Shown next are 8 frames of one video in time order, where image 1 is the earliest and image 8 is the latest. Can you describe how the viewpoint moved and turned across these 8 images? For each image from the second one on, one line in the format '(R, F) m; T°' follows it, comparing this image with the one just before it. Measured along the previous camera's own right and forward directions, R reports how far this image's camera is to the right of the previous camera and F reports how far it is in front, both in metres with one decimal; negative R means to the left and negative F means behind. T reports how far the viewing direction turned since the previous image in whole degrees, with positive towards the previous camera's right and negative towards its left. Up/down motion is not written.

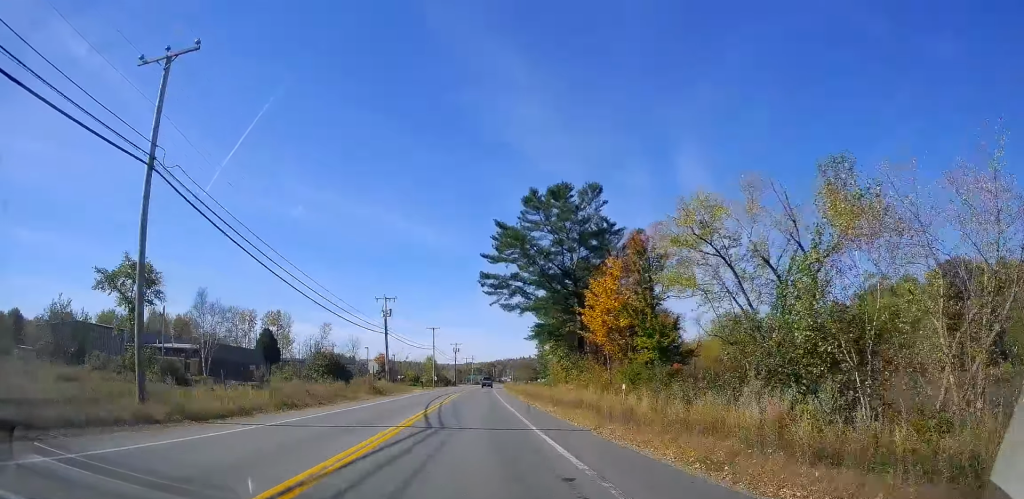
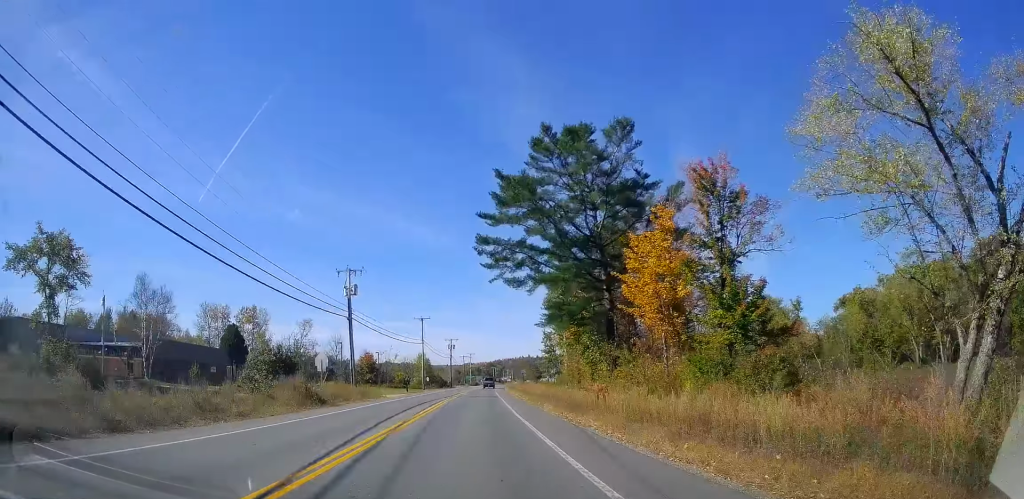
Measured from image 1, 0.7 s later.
(0.0, +16.6) m; +1°
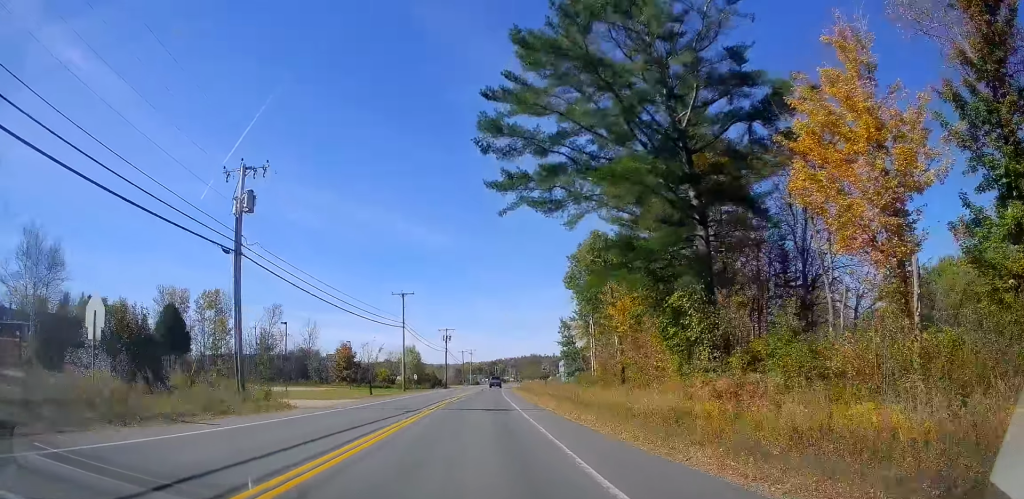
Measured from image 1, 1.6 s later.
(-0.1, +22.6) m; +1°
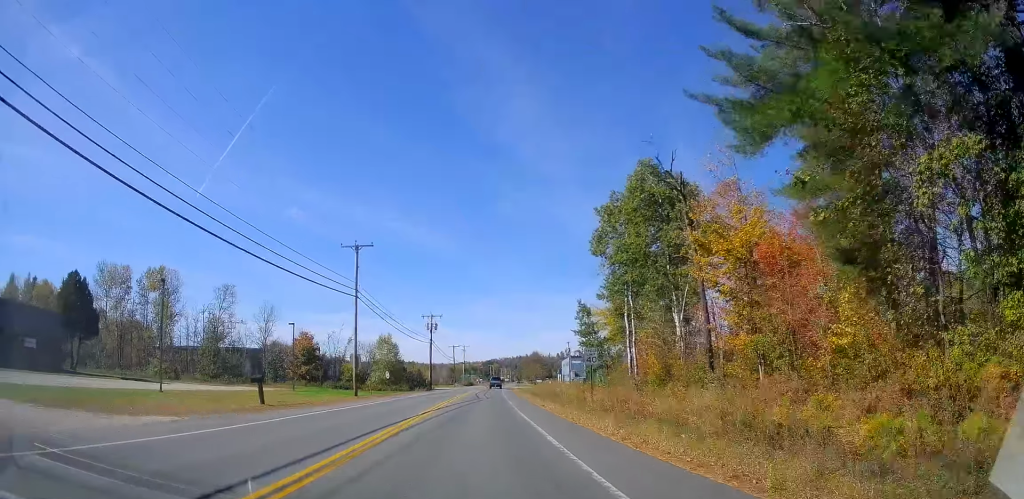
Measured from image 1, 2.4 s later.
(+0.7, +21.9) m; 0°
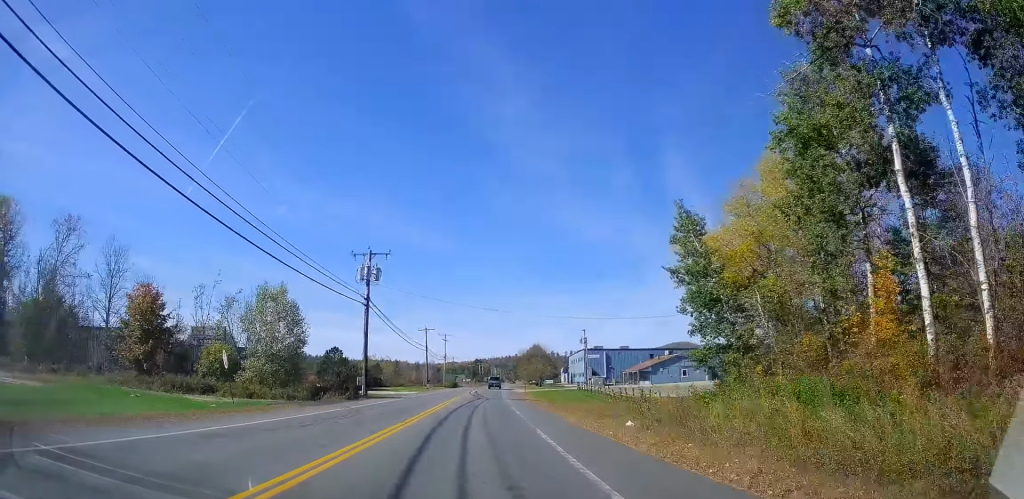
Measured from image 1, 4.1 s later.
(-0.2, +41.2) m; +2°
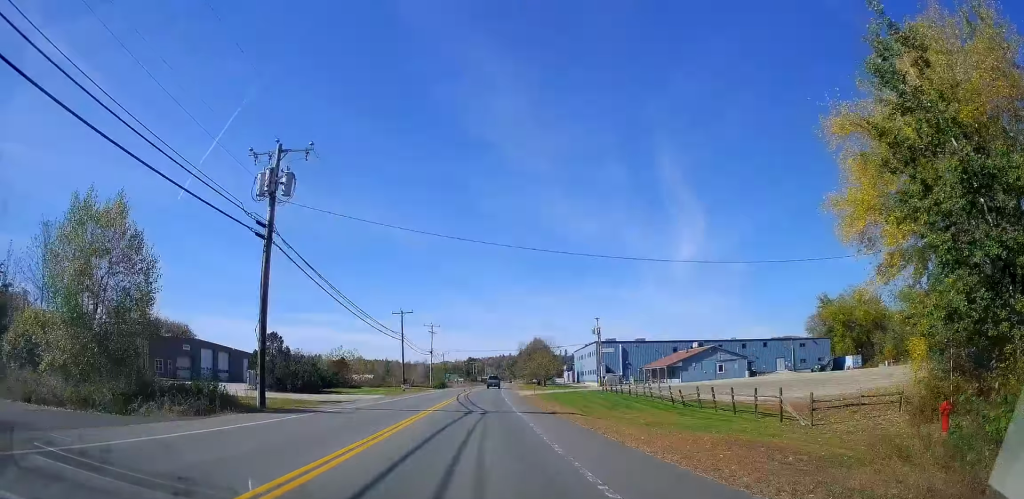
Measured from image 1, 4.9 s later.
(+0.2, +19.7) m; 0°
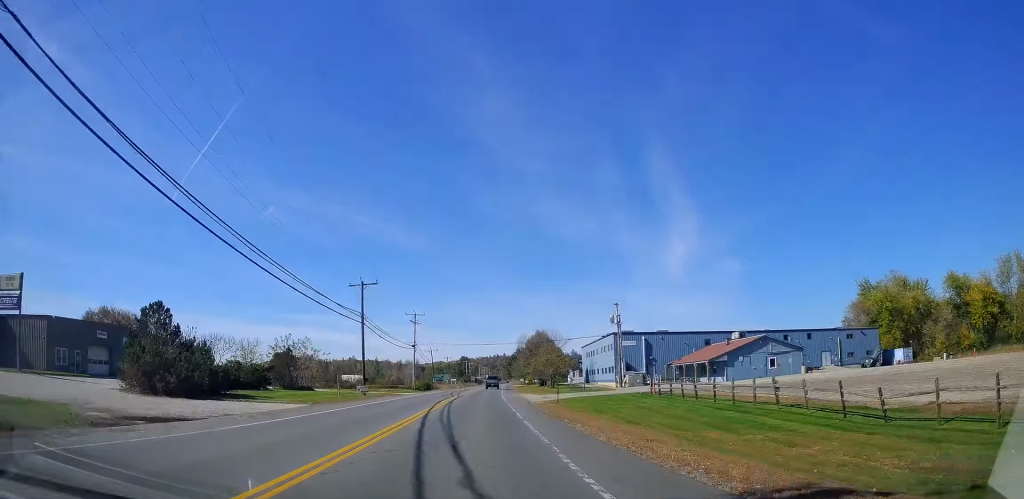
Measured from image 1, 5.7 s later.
(0.0, +18.6) m; -1°
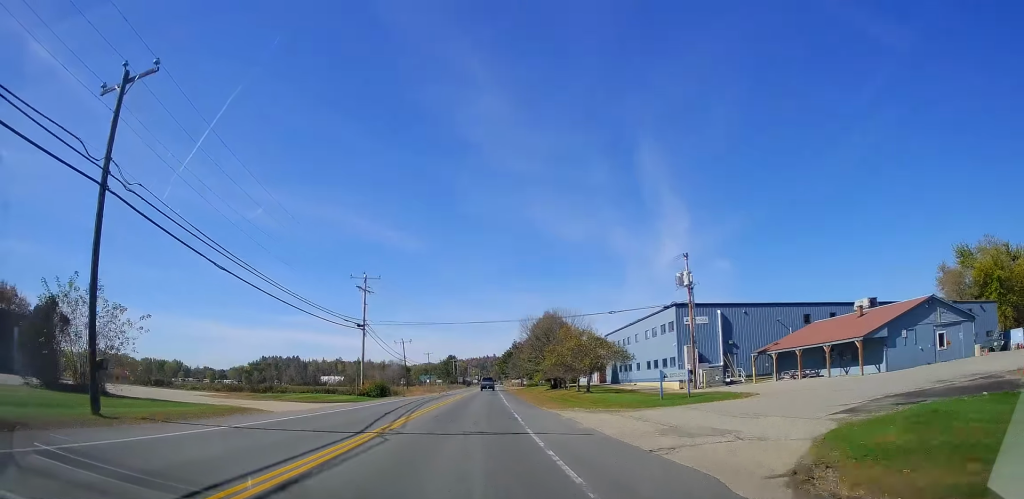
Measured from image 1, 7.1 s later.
(-0.5, +31.6) m; -1°
